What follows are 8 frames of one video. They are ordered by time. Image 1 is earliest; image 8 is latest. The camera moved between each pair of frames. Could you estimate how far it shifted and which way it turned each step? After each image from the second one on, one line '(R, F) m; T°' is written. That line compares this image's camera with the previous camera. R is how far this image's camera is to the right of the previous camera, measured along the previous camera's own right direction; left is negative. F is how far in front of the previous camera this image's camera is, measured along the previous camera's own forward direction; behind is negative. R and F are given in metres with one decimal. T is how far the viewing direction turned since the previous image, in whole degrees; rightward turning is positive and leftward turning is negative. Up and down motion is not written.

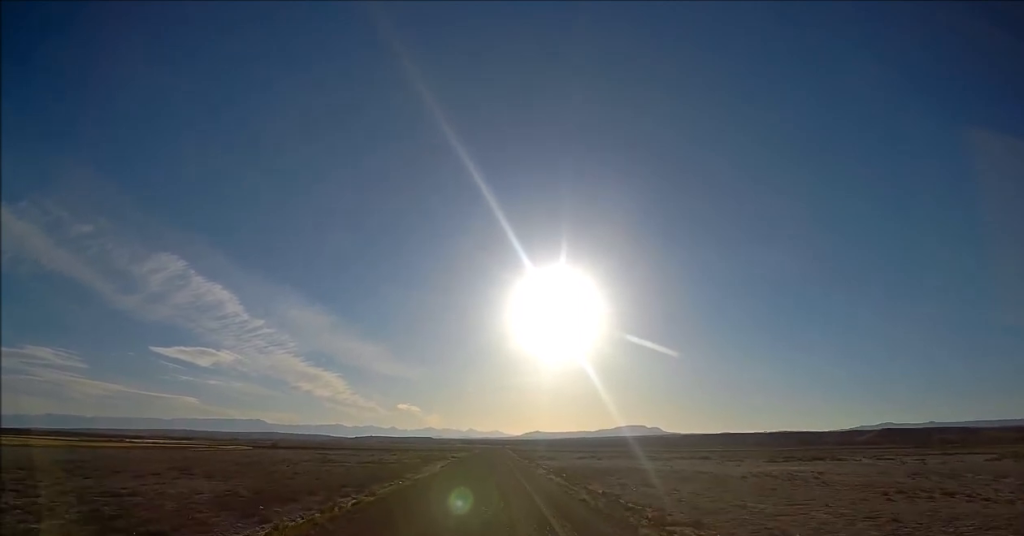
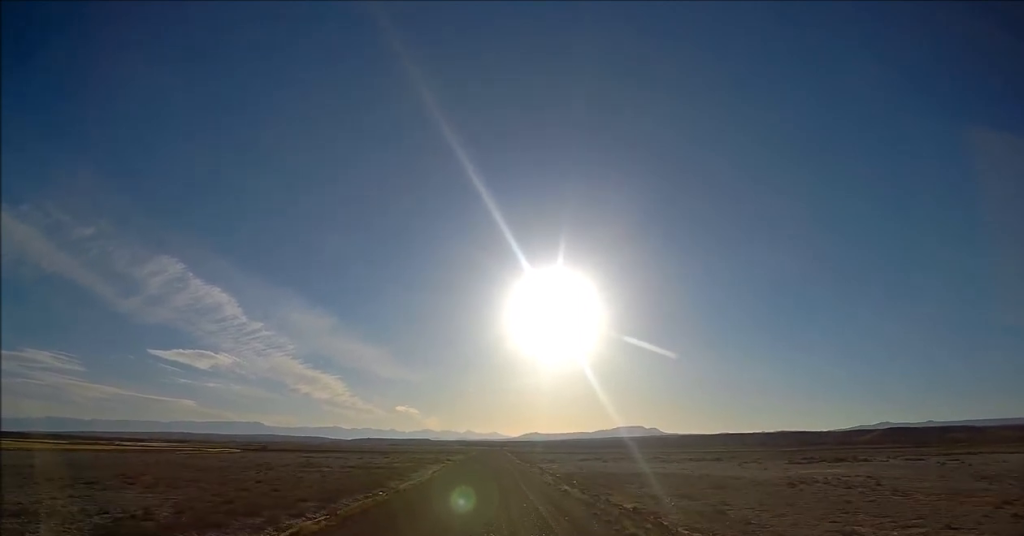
(+0.1, +9.7) m; 0°
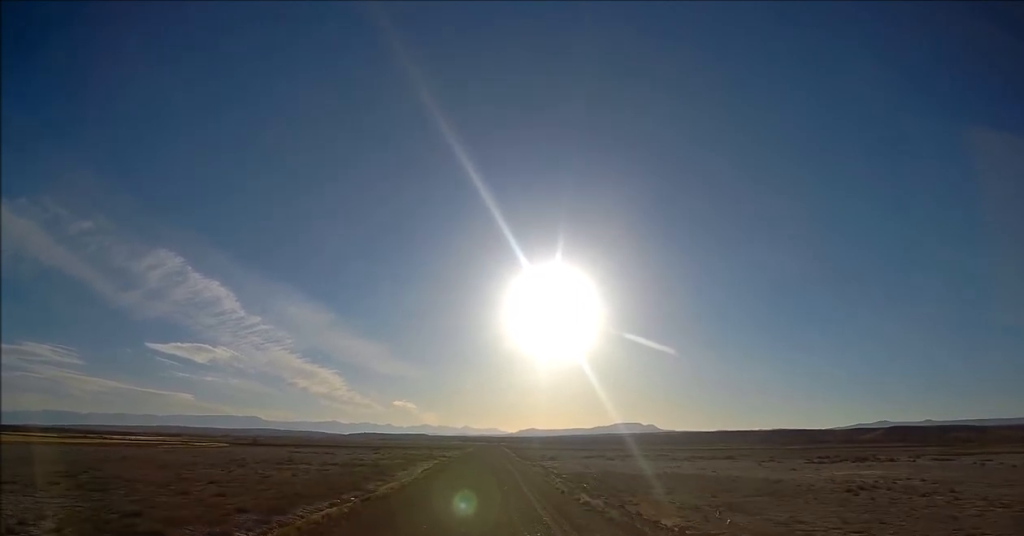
(-0.1, +8.7) m; 0°
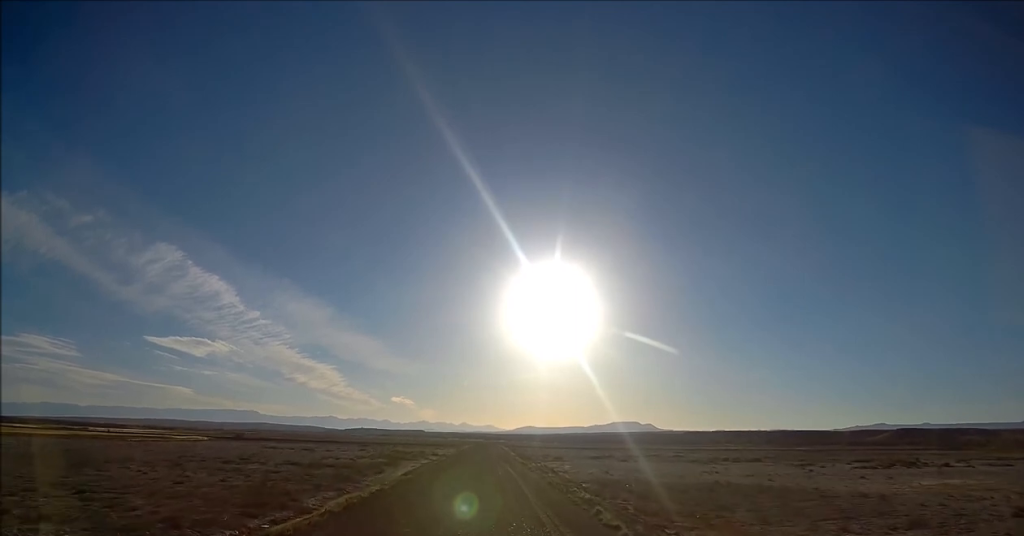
(+0.1, +14.8) m; +1°
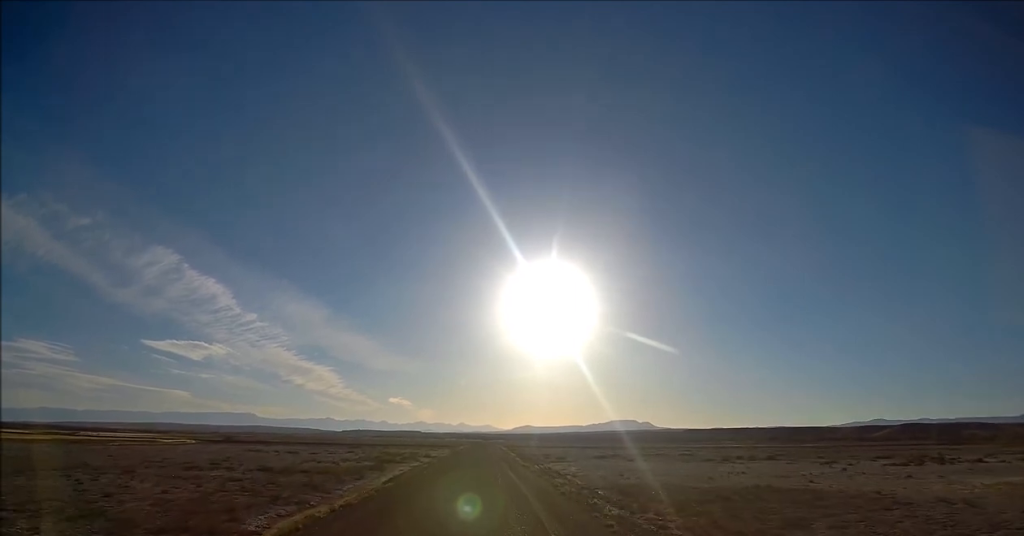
(0.0, +8.2) m; 0°
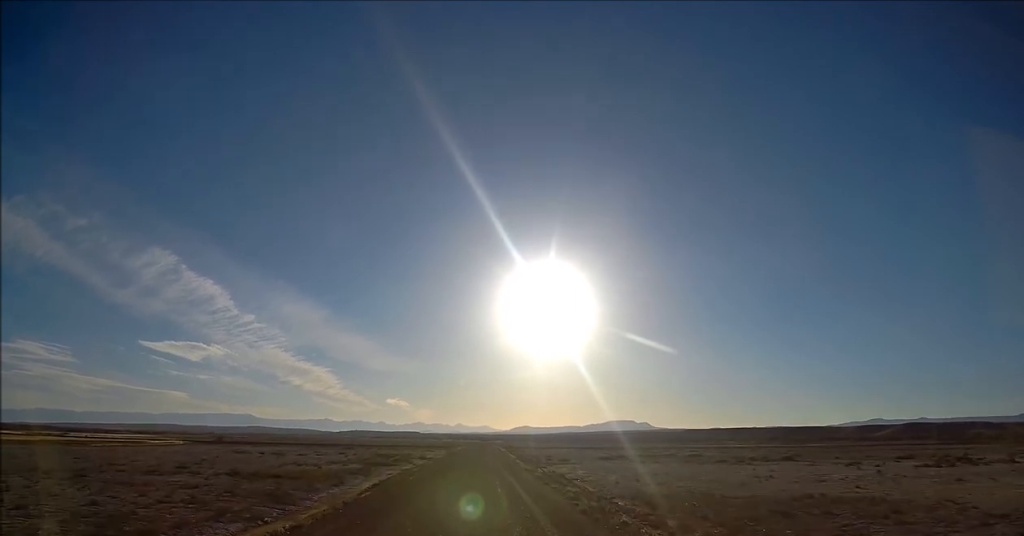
(0.0, +6.9) m; 0°
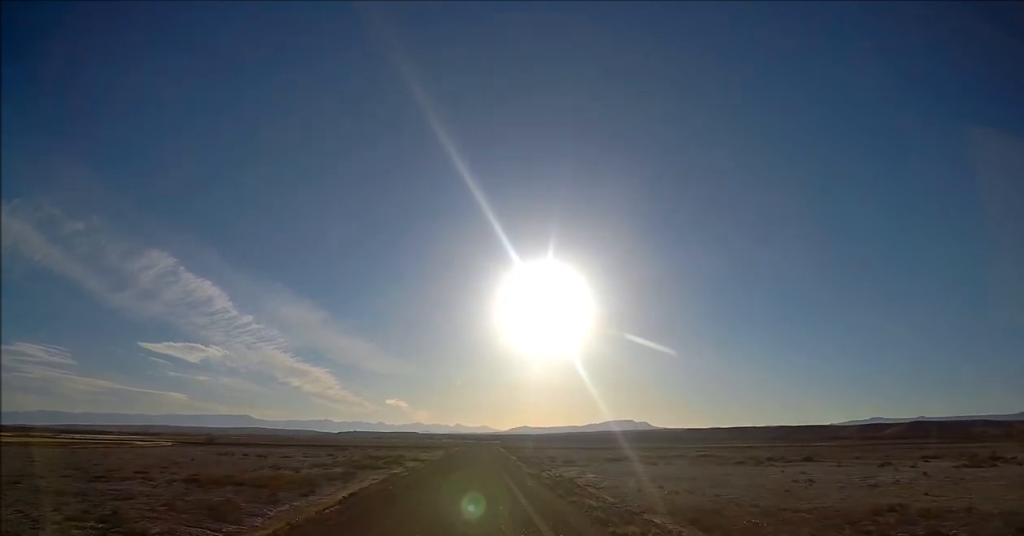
(0.0, +7.5) m; 0°
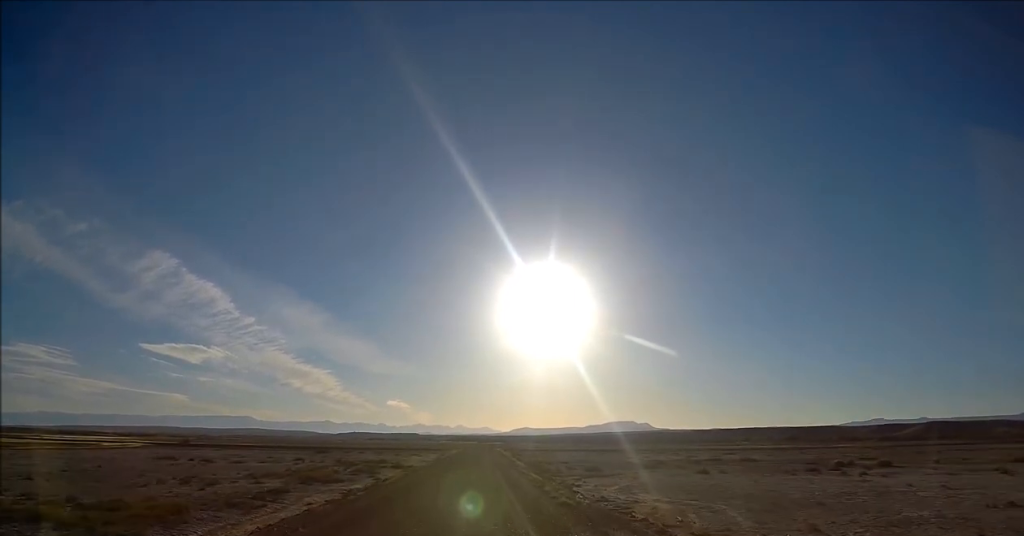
(0.0, +20.2) m; 0°
